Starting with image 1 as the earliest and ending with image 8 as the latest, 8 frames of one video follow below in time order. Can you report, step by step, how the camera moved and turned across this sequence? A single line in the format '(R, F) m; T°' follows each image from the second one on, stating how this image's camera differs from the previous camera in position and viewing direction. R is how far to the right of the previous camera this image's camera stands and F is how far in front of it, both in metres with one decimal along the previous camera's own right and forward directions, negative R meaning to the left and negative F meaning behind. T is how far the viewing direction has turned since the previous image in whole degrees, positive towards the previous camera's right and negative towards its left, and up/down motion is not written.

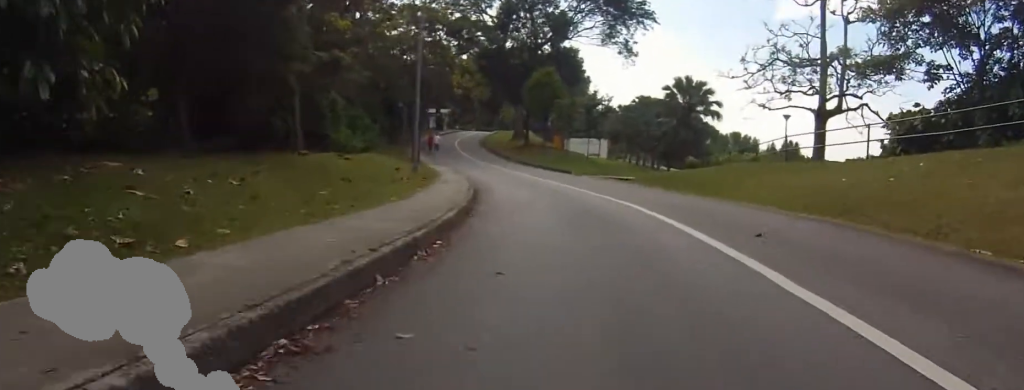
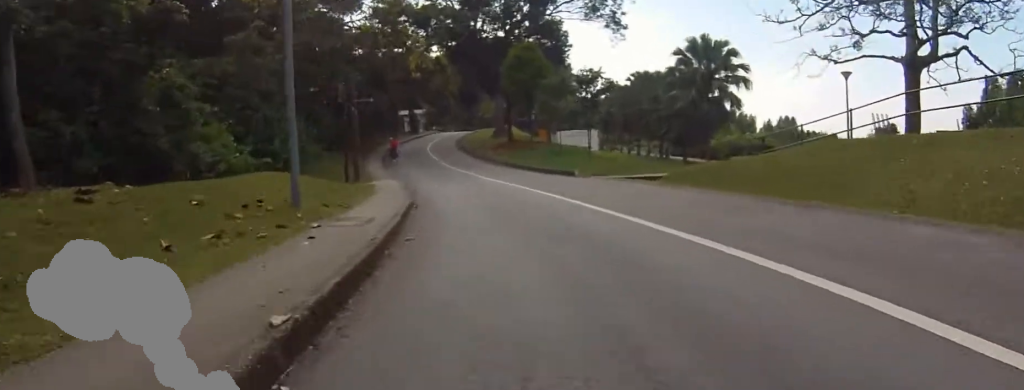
(-0.9, +7.2) m; +2°
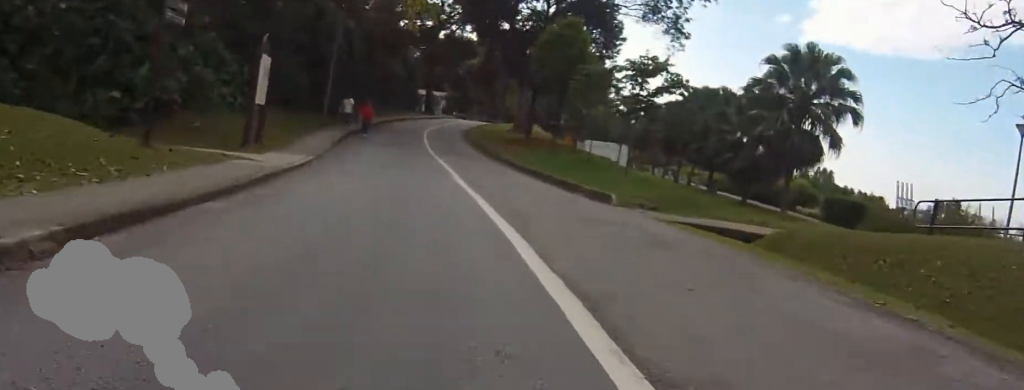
(+0.9, +7.7) m; -1°
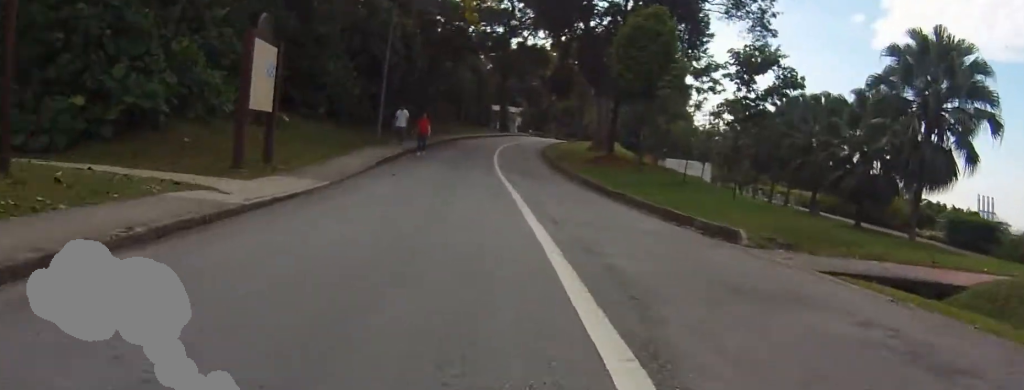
(-0.5, +3.6) m; -8°
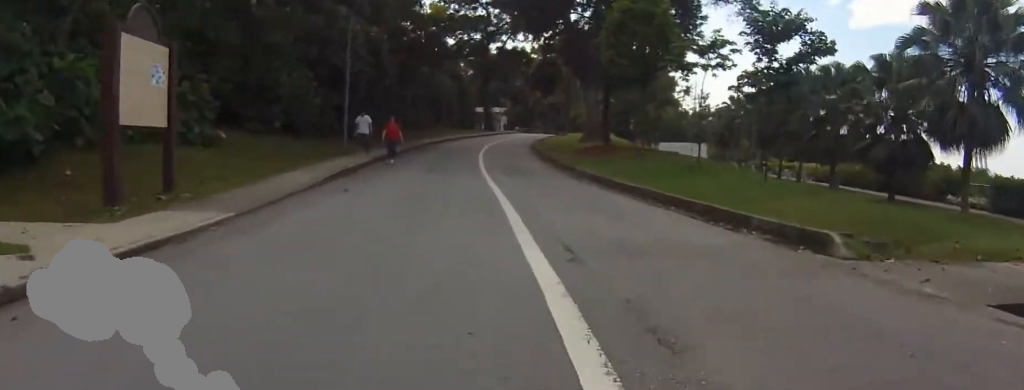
(-0.1, +2.8) m; -6°
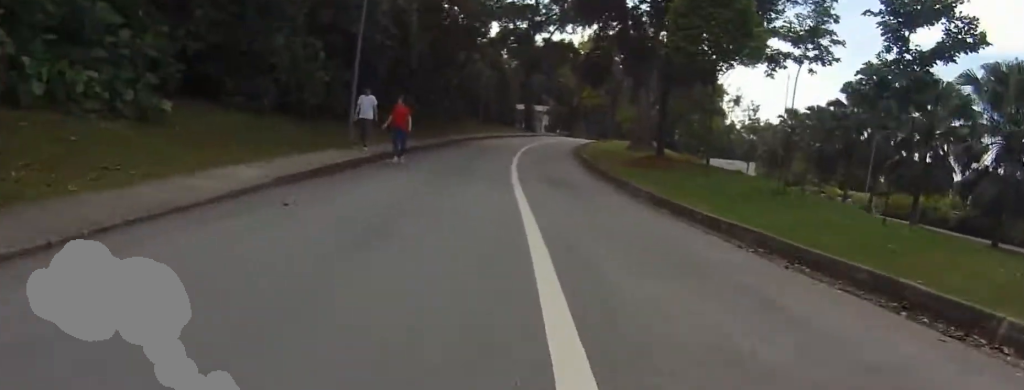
(-0.3, +2.7) m; -4°
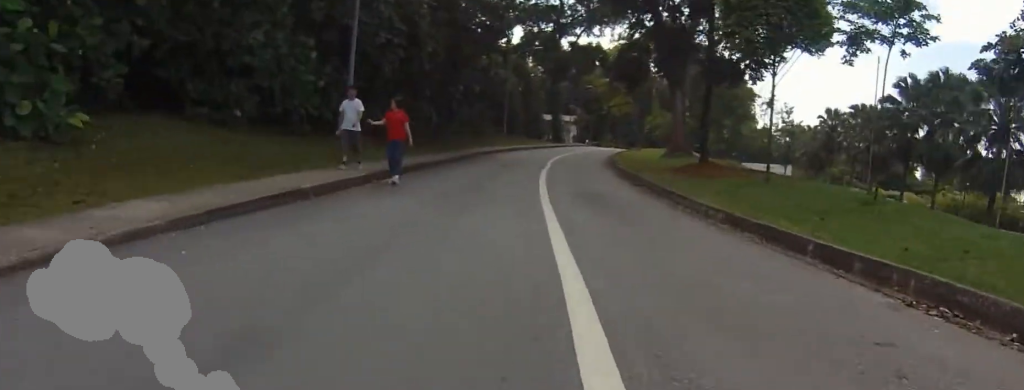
(-0.1, +2.1) m; -3°
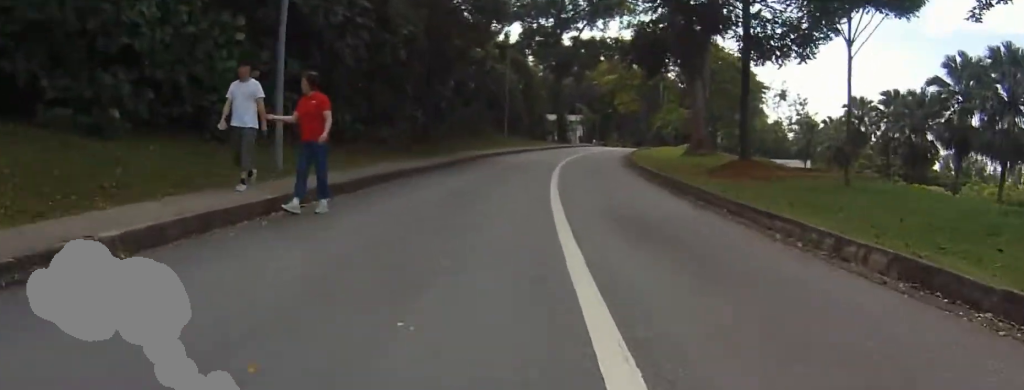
(0.0, +3.2) m; 0°
